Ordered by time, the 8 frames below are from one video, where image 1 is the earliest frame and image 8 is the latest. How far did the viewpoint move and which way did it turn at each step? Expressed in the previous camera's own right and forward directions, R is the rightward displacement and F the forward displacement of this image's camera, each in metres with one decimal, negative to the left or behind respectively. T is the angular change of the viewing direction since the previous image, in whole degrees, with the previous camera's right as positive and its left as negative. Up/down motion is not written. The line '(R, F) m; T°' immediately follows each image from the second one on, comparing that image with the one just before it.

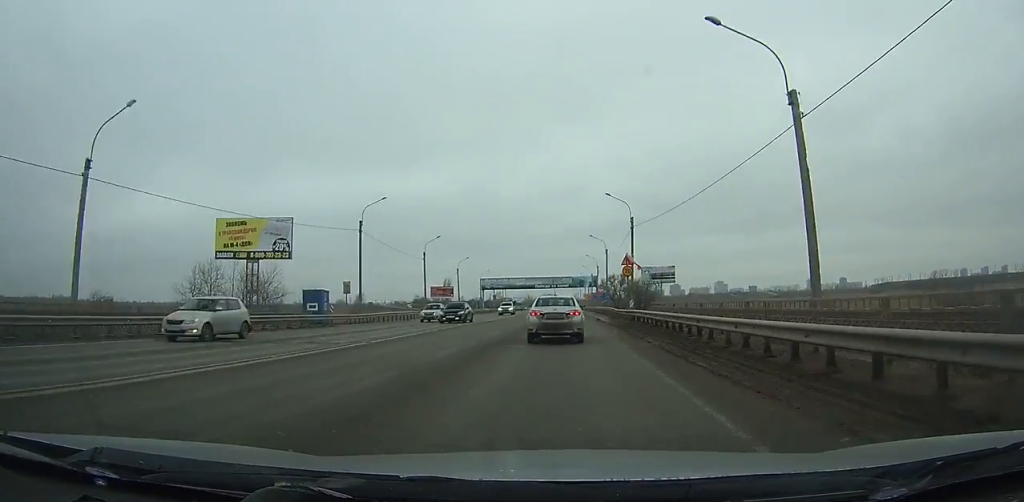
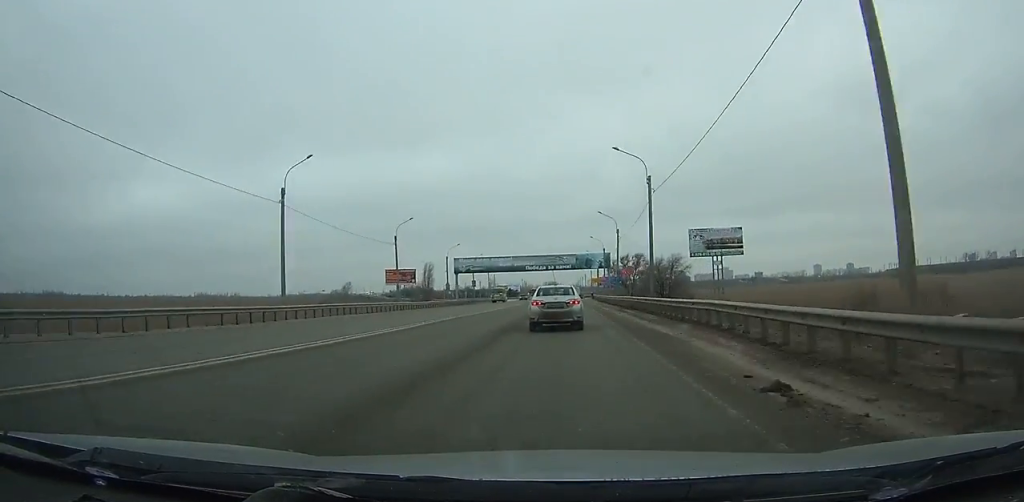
(-0.2, +40.0) m; 0°
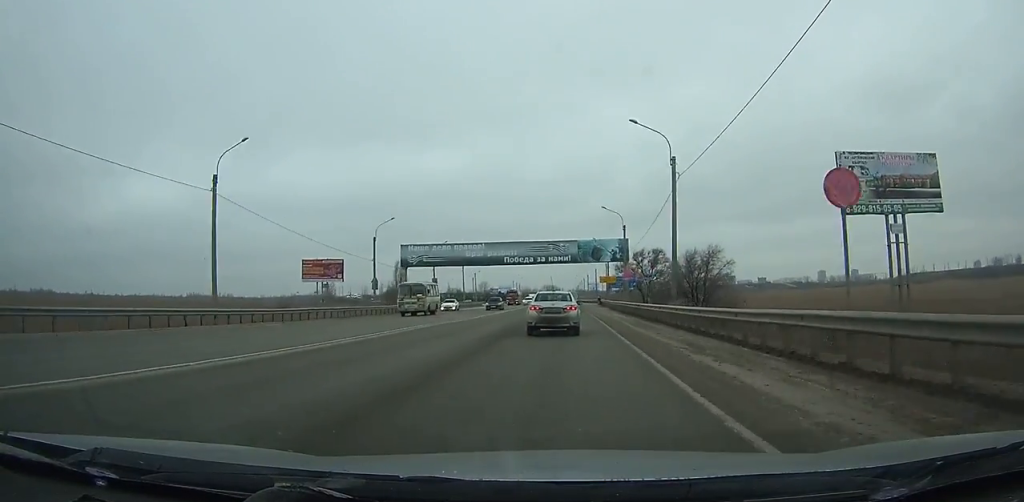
(0.0, +35.9) m; 0°
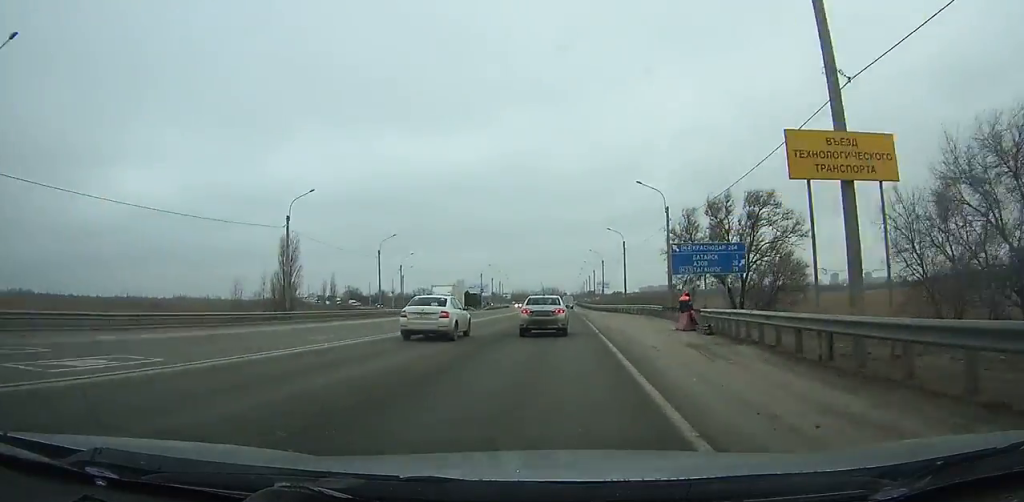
(+0.1, +76.5) m; 0°
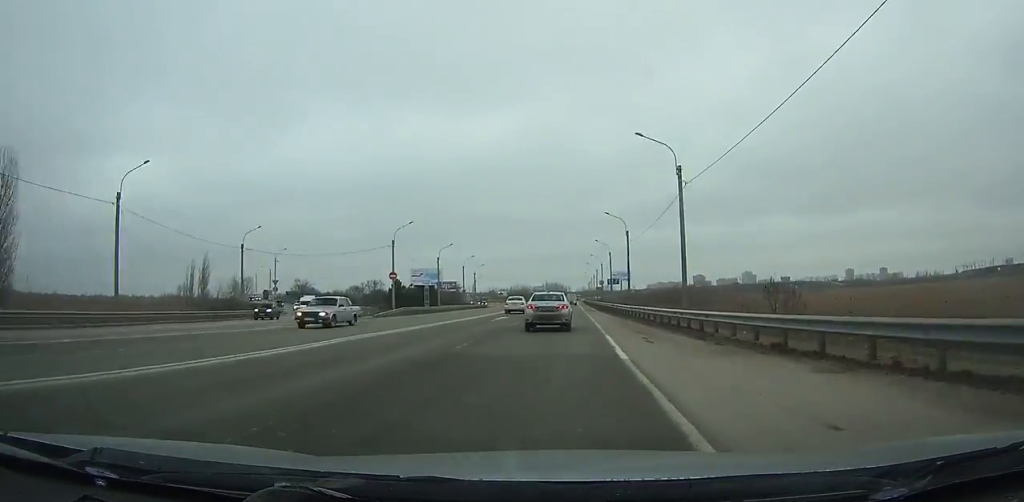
(-0.1, +68.2) m; -1°
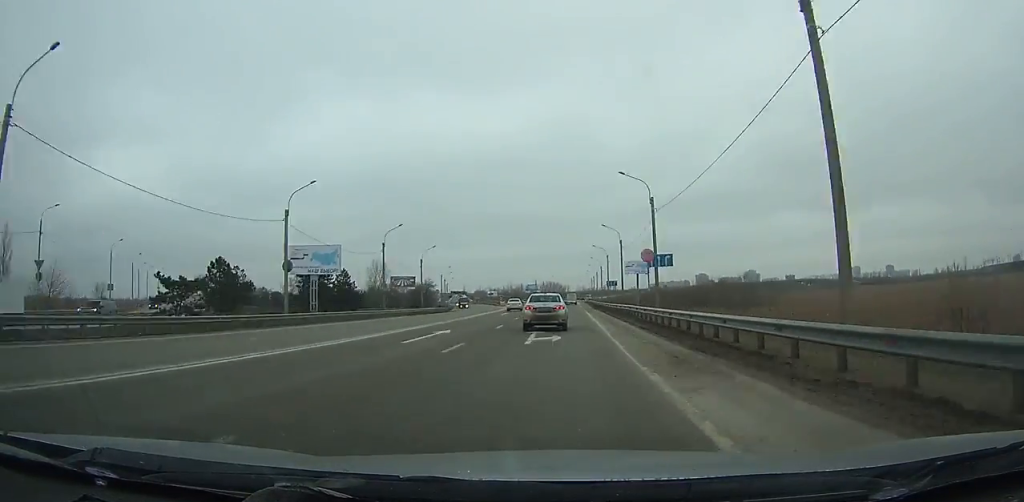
(-0.3, +48.1) m; -1°
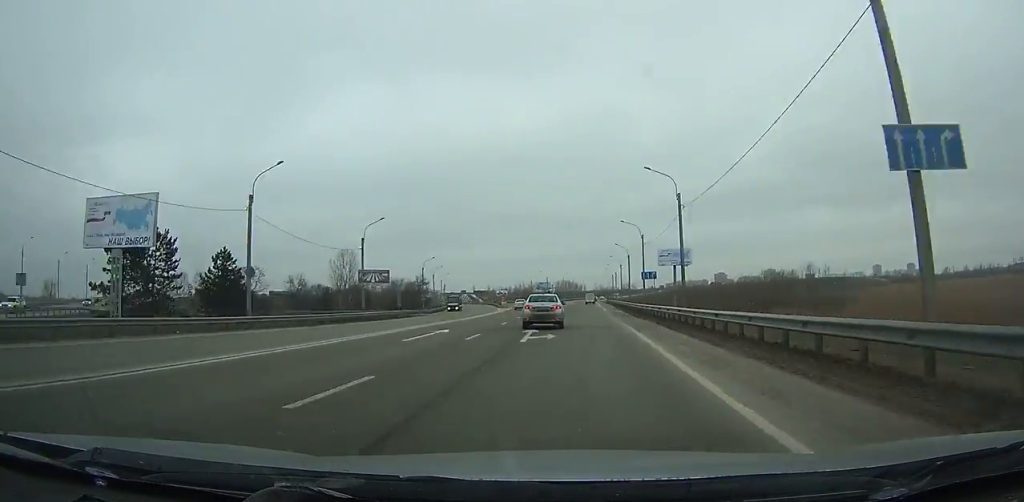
(-0.3, +31.8) m; -1°
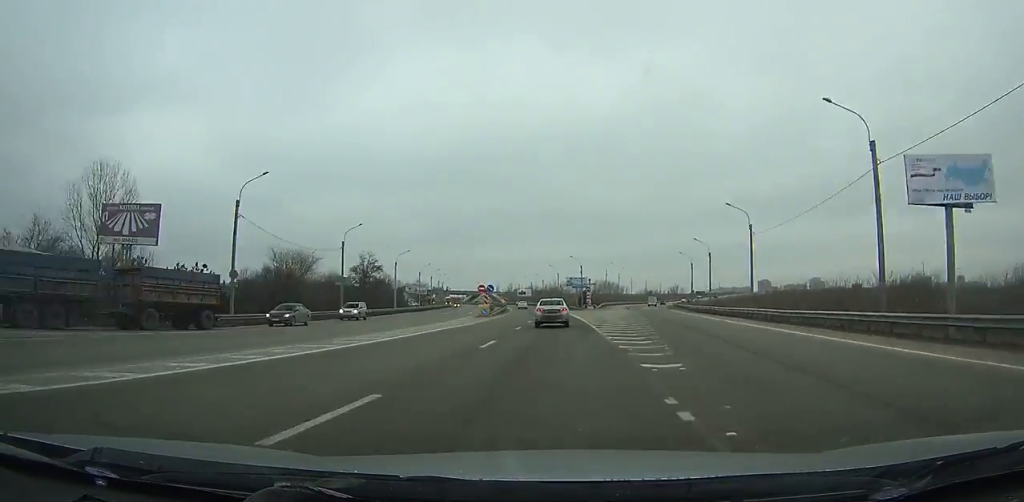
(-2.2, +74.8) m; -3°
